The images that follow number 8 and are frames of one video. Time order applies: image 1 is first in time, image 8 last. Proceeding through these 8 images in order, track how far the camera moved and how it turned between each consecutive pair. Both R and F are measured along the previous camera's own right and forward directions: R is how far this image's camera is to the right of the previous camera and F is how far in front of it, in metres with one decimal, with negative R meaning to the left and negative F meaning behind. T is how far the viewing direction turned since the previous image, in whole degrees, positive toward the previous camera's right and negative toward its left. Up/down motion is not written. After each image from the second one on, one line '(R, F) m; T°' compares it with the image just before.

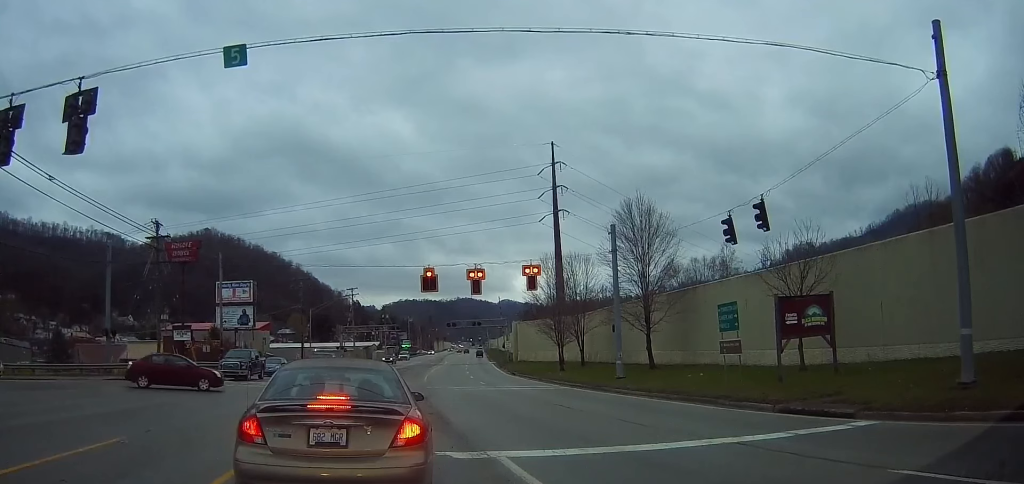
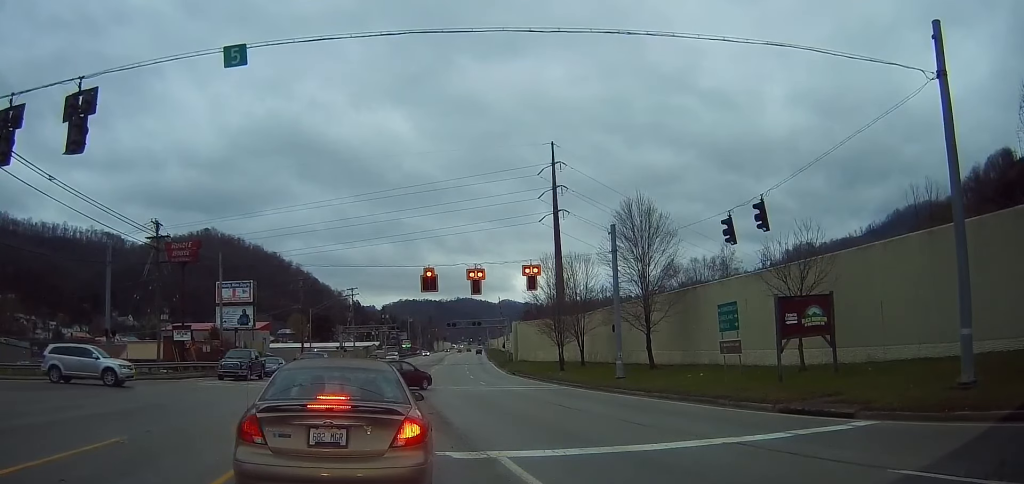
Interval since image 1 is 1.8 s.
(0.0, 0.0) m; 0°
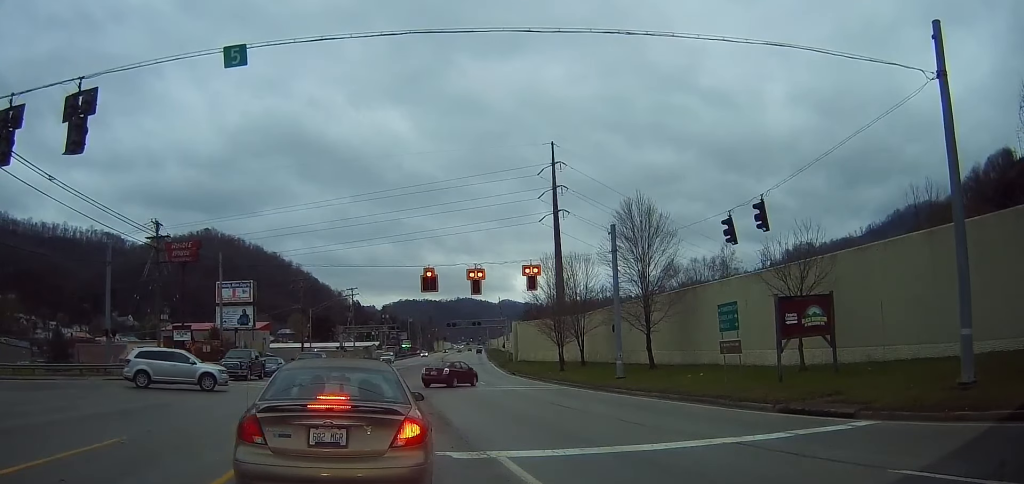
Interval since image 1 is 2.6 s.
(0.0, 0.0) m; 0°
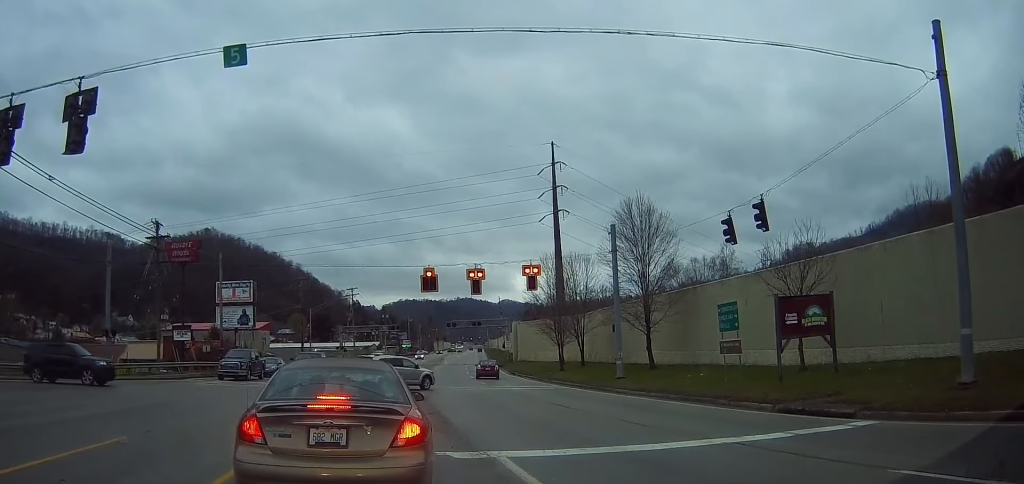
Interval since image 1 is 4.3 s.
(0.0, 0.0) m; 0°
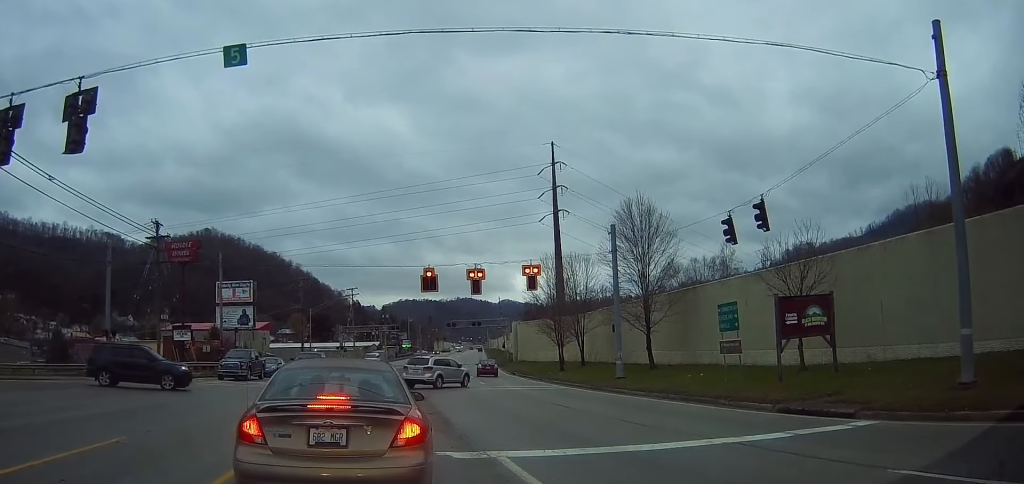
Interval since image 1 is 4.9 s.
(0.0, 0.0) m; 0°
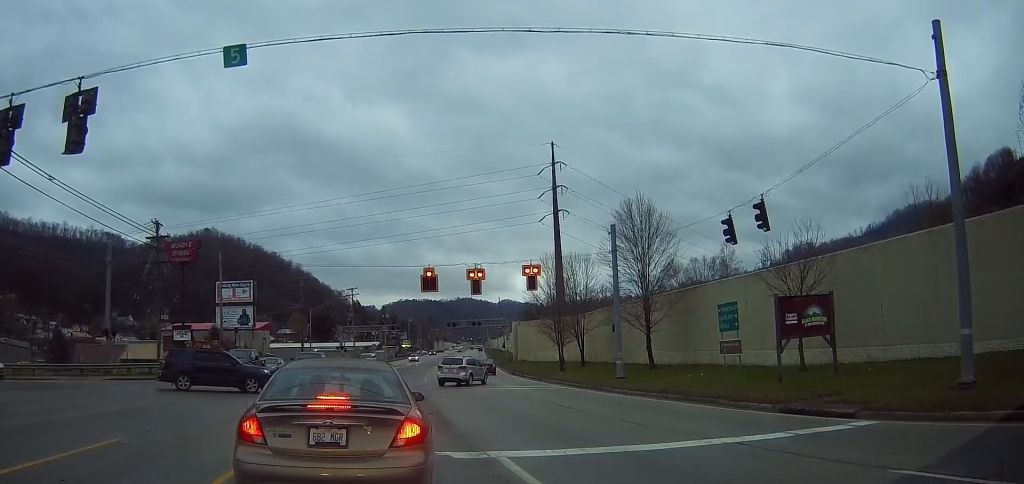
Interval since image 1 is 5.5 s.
(0.0, 0.0) m; 0°
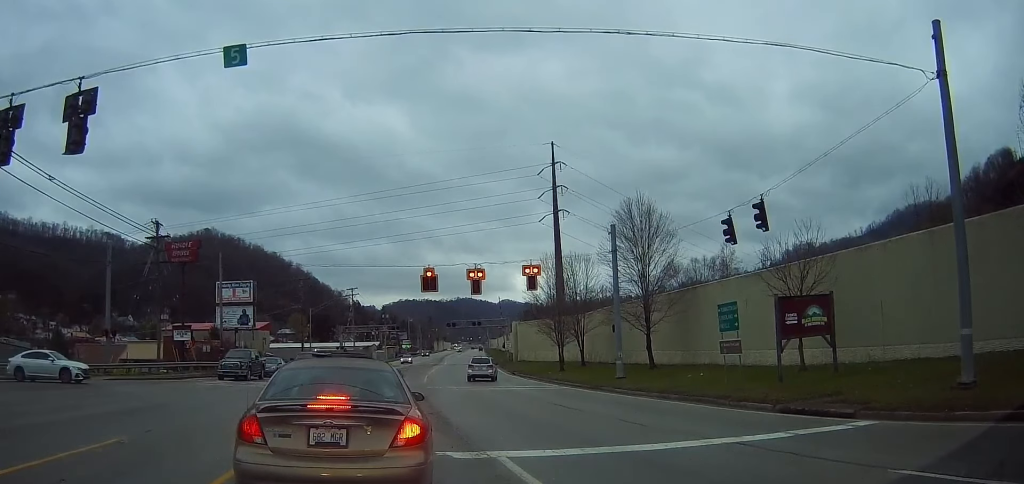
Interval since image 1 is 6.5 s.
(0.0, 0.0) m; 0°
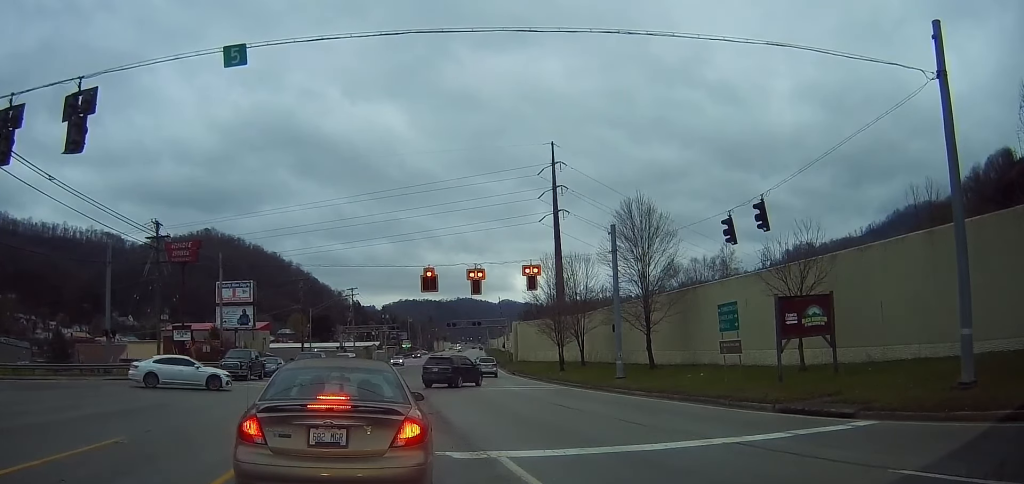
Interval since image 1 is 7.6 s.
(0.0, 0.0) m; 0°
